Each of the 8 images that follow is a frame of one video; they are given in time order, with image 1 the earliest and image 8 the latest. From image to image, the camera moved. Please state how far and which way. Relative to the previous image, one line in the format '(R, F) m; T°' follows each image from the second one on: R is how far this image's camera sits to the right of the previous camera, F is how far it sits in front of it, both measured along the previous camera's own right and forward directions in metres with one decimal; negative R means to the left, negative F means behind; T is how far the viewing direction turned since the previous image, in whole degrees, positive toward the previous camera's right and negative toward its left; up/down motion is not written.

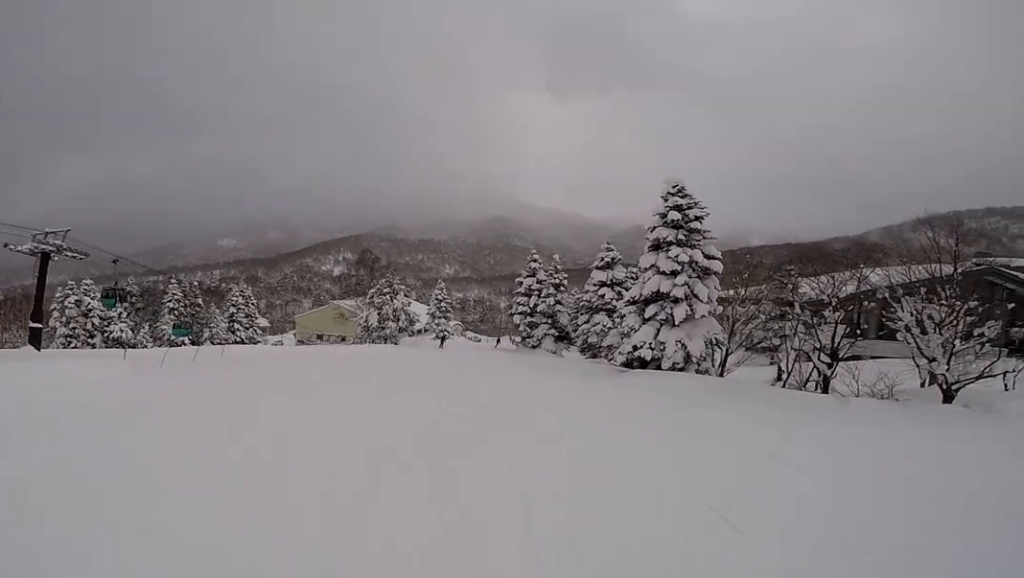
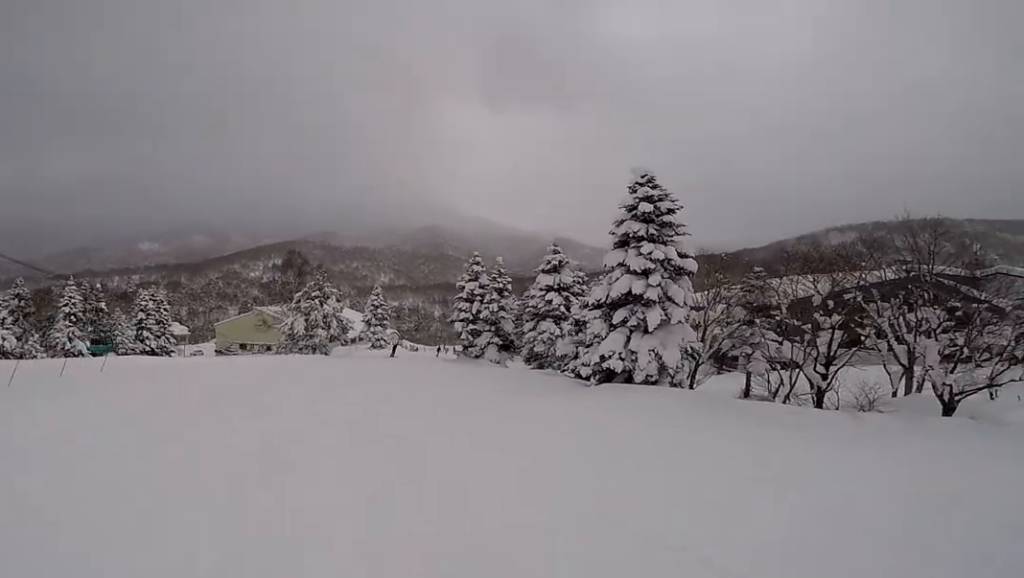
(+0.4, +5.1) m; +1°
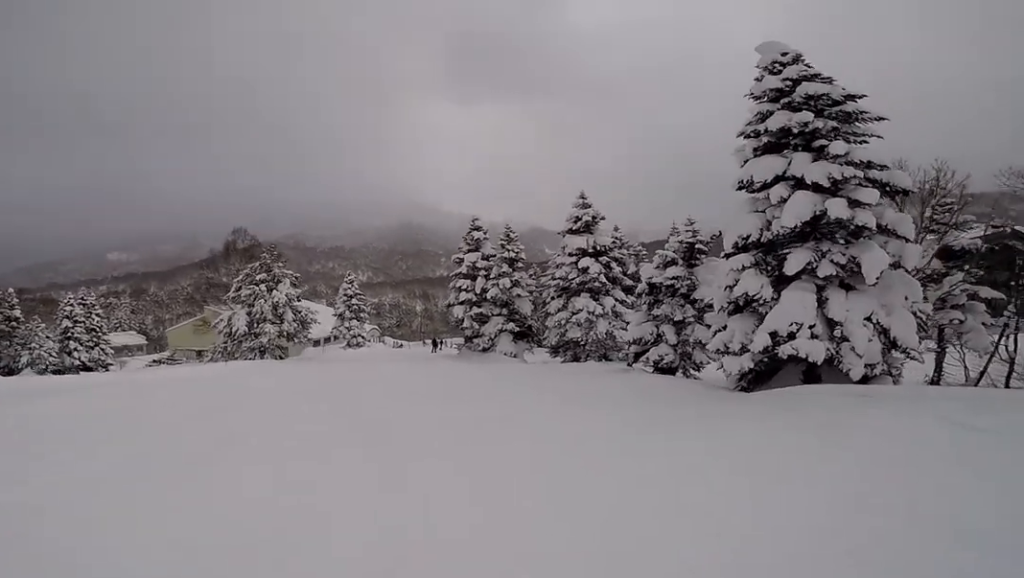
(-1.9, +11.9) m; -8°
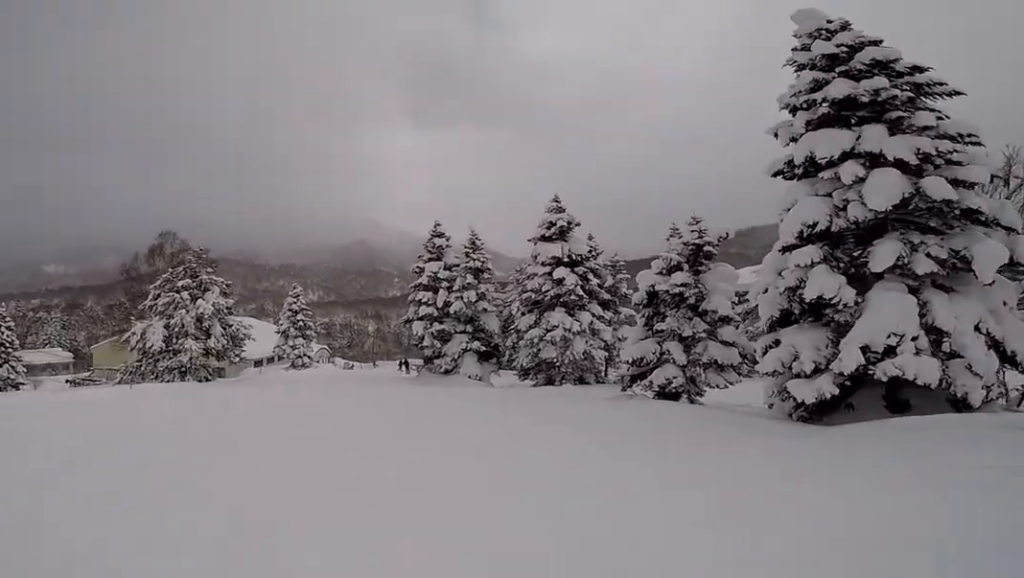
(+0.7, +4.4) m; +6°
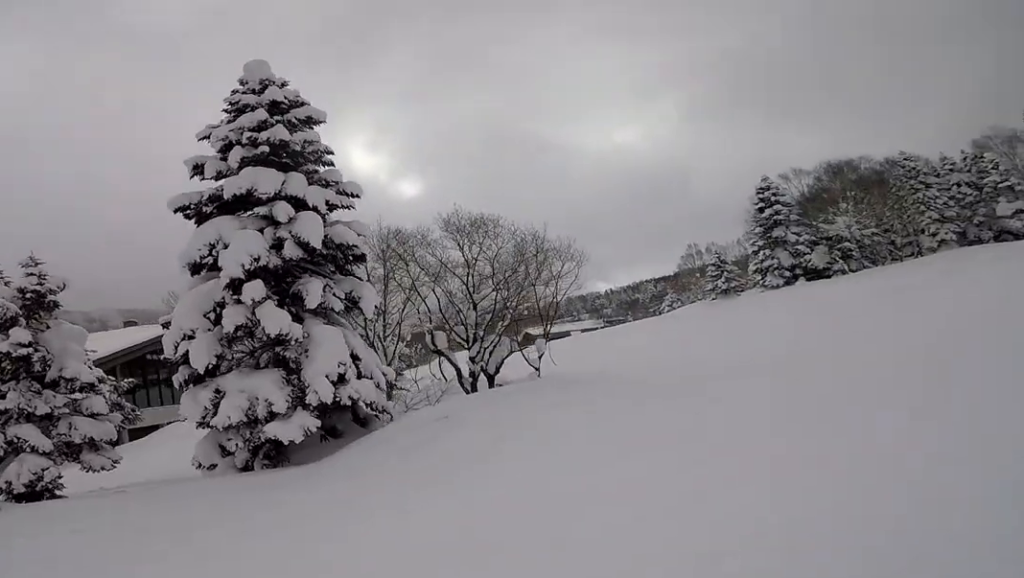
(+0.4, +6.0) m; +5°
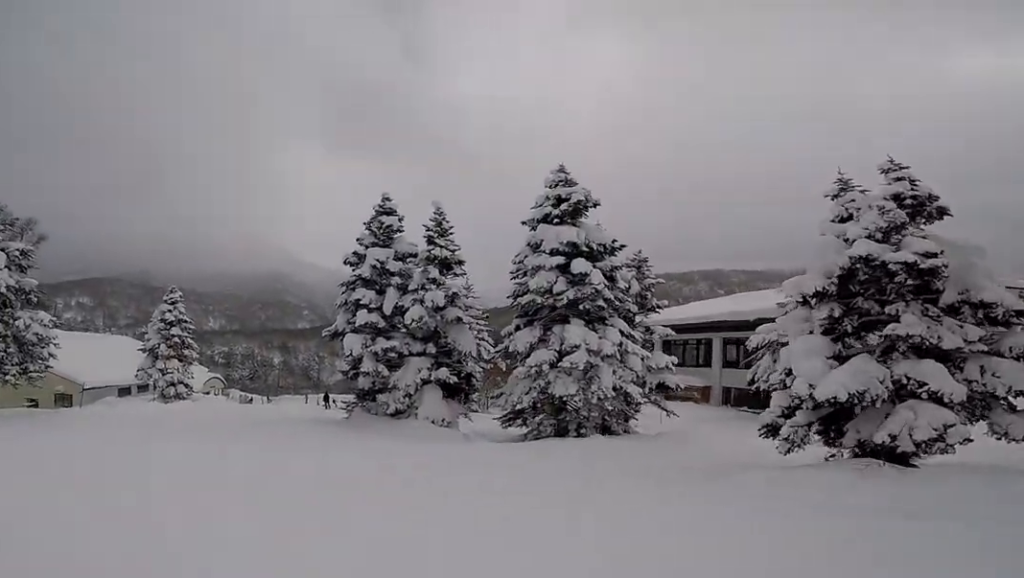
(0.0, +5.1) m; +2°
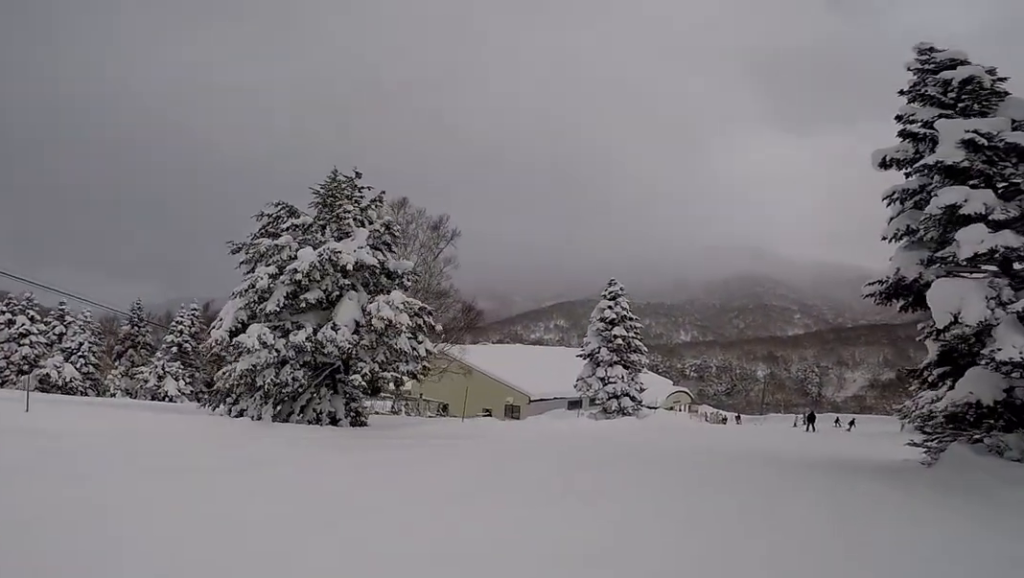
(+0.2, +8.4) m; 0°
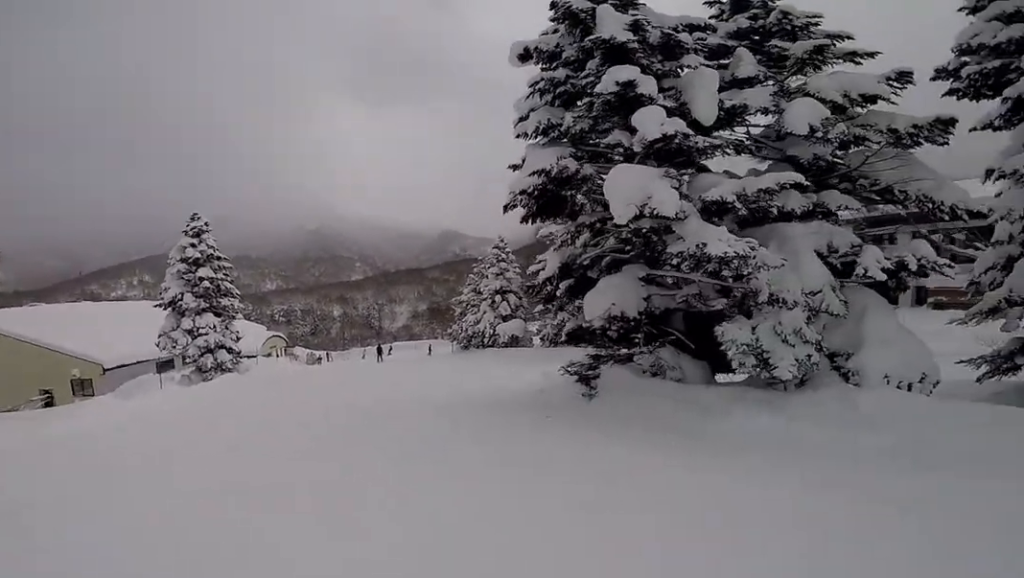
(-0.1, +6.1) m; -3°
